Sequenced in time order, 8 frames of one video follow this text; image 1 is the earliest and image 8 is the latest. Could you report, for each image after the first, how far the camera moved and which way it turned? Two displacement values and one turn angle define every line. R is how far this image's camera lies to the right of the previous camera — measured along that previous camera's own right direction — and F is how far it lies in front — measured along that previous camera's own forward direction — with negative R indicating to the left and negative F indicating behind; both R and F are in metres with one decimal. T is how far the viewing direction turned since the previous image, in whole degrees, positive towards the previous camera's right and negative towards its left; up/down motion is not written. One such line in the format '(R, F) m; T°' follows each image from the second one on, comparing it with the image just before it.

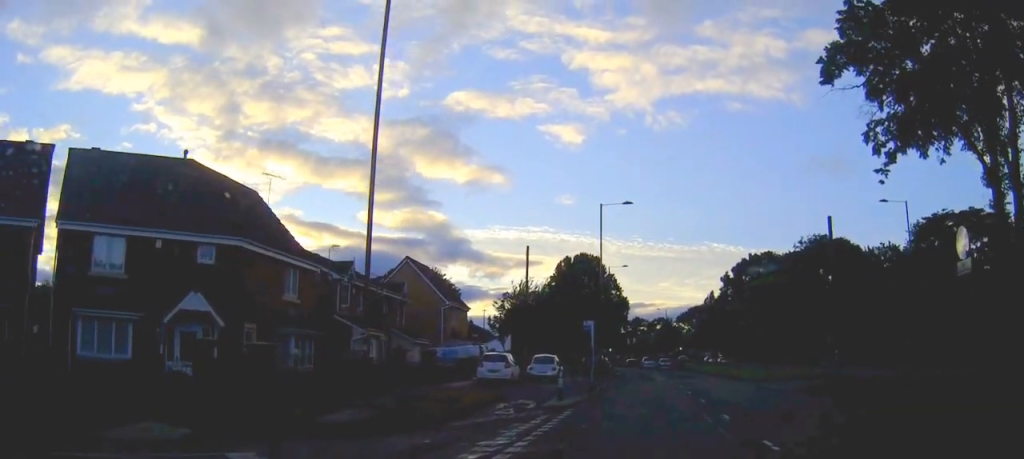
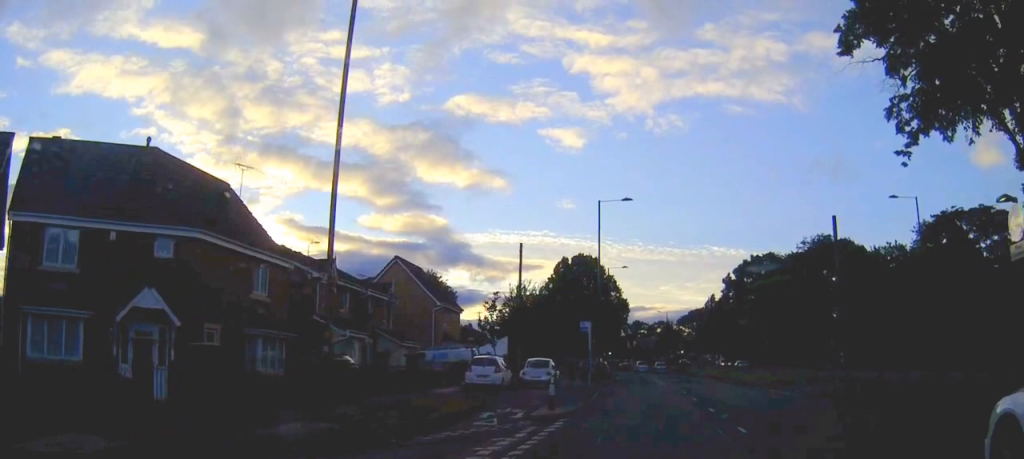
(0.0, +2.1) m; 0°
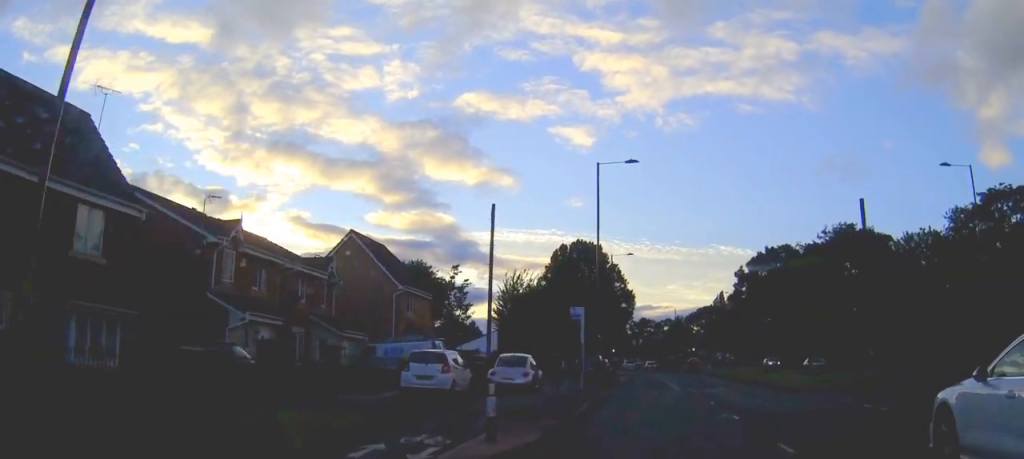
(+0.1, +9.0) m; 0°
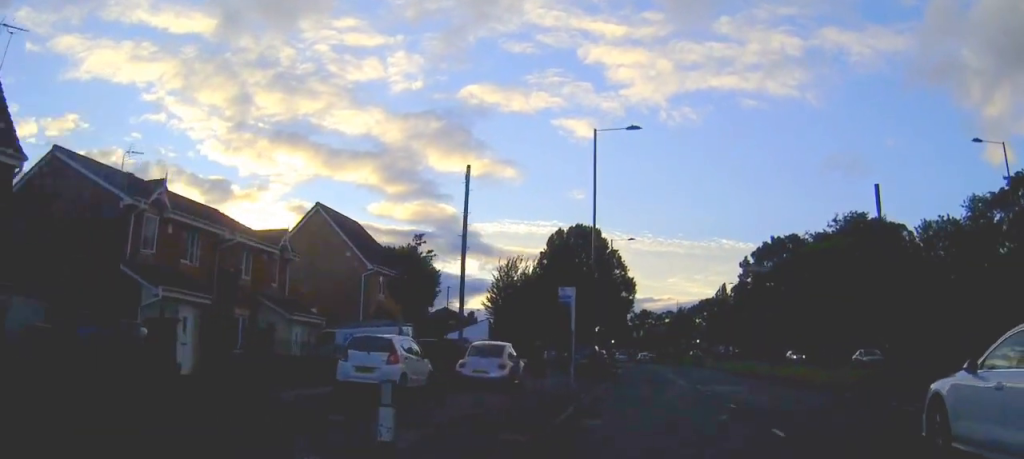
(0.0, +4.9) m; 0°
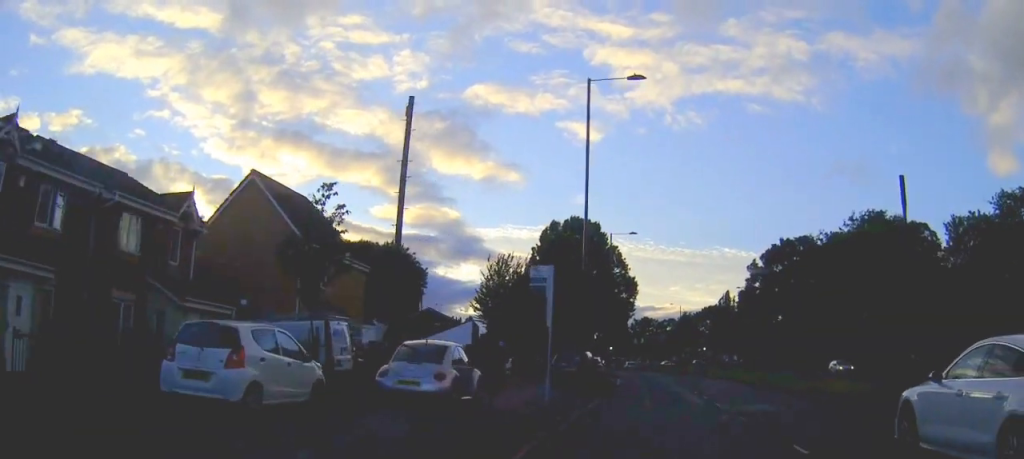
(0.0, +7.3) m; 0°
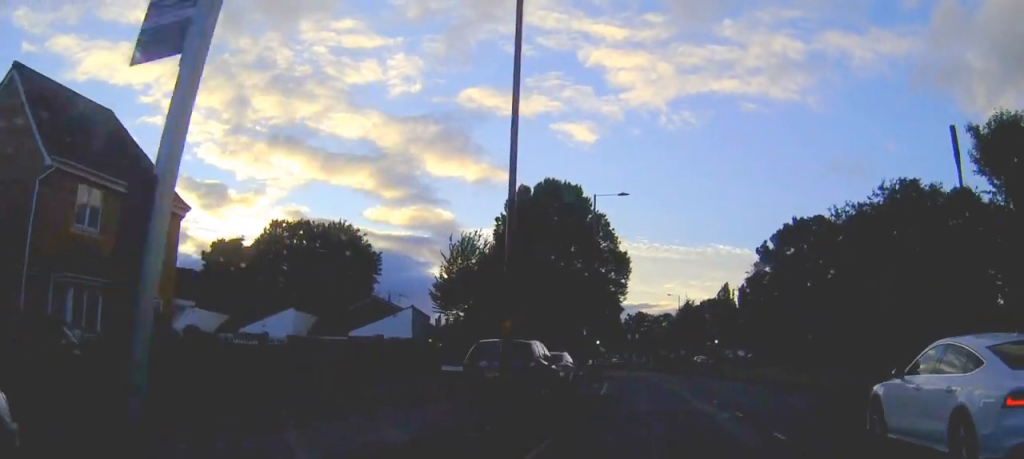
(0.0, +14.9) m; 0°
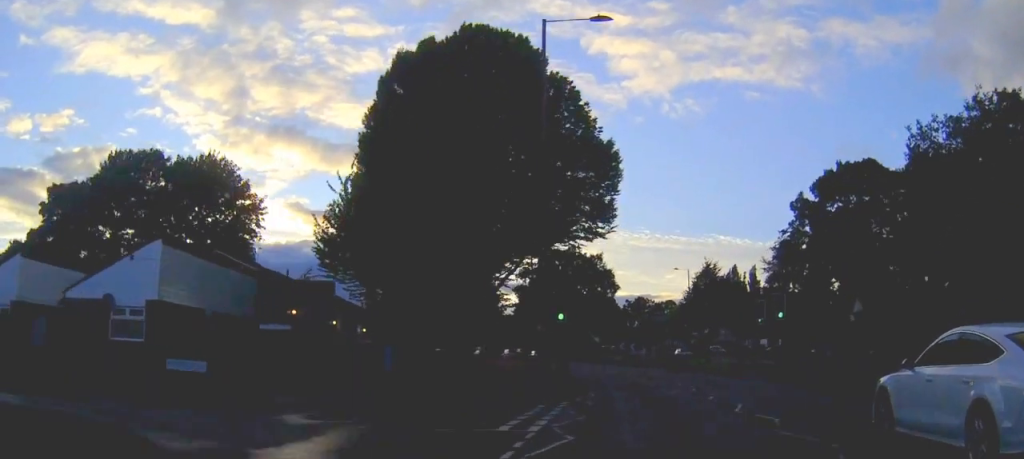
(0.0, +25.4) m; -3°
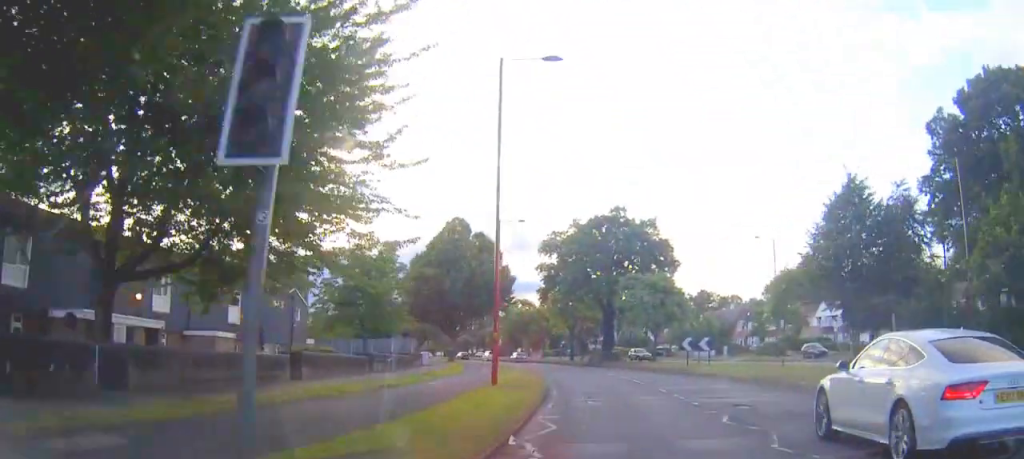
(-1.6, +29.2) m; -3°
